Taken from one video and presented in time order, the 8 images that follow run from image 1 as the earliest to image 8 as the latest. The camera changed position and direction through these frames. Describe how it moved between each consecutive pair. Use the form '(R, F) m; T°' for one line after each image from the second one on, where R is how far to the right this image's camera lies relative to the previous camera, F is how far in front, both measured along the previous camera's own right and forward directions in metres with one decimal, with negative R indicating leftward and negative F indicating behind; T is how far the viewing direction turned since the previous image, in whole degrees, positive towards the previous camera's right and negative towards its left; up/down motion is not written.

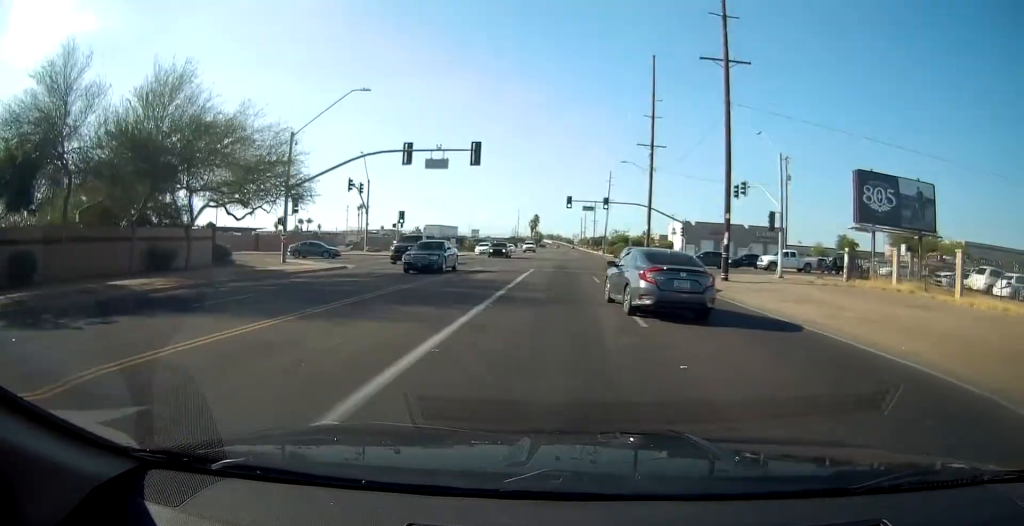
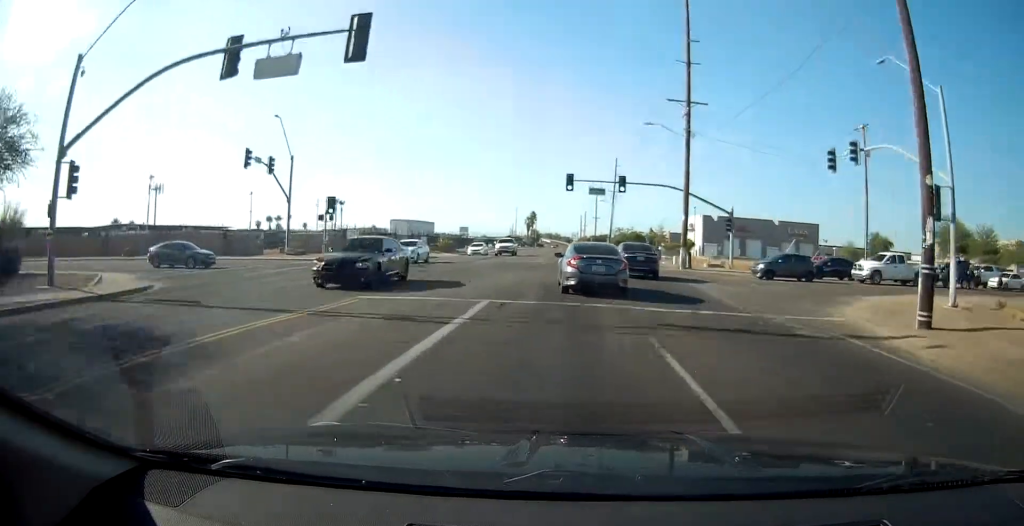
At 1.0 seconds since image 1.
(-0.2, +17.8) m; -1°
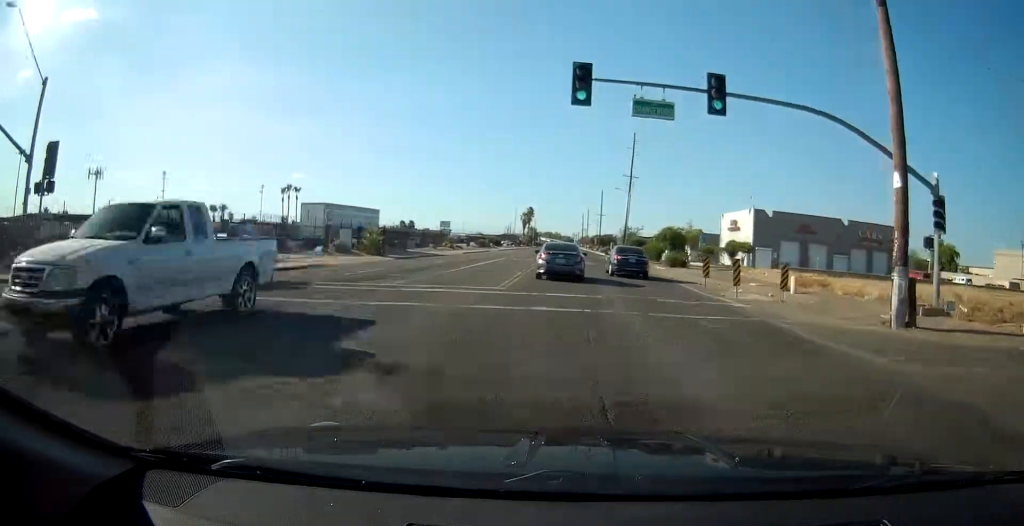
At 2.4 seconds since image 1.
(0.0, +25.6) m; 0°
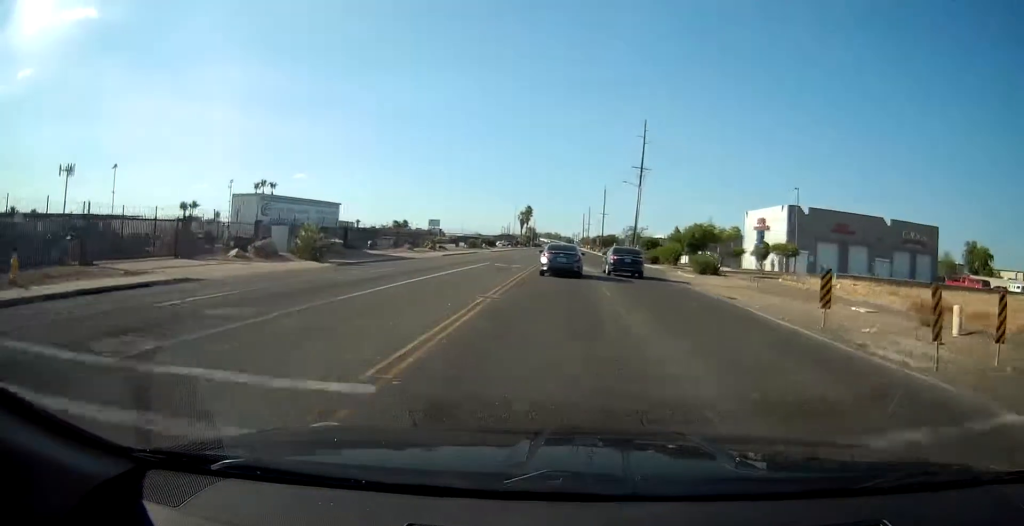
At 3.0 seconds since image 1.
(0.0, +10.9) m; 0°
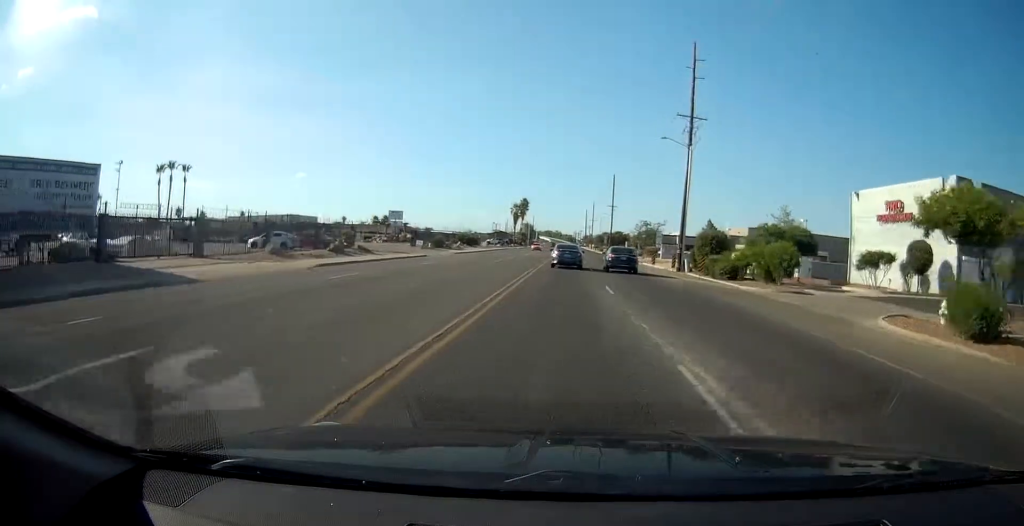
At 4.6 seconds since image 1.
(+0.3, +28.9) m; +3°
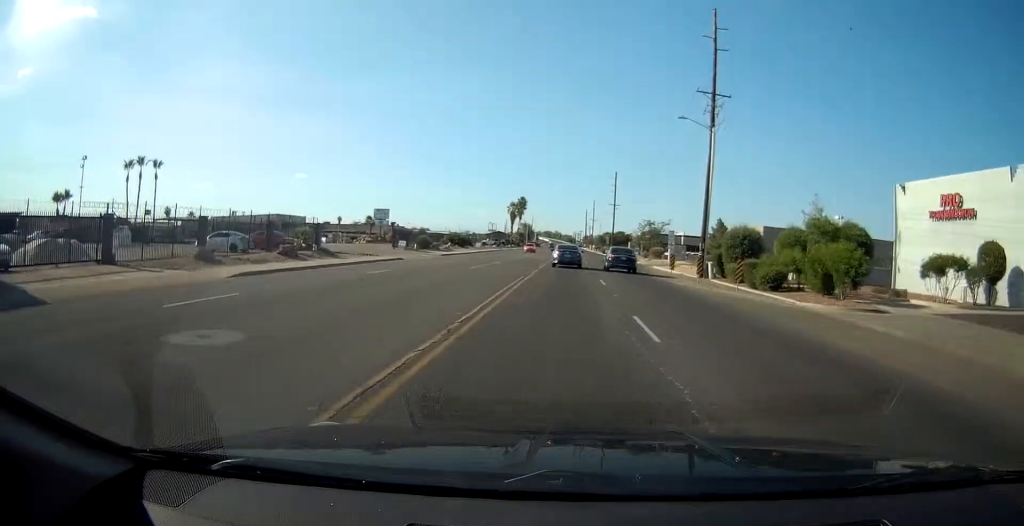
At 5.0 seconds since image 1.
(+0.2, +7.3) m; +1°
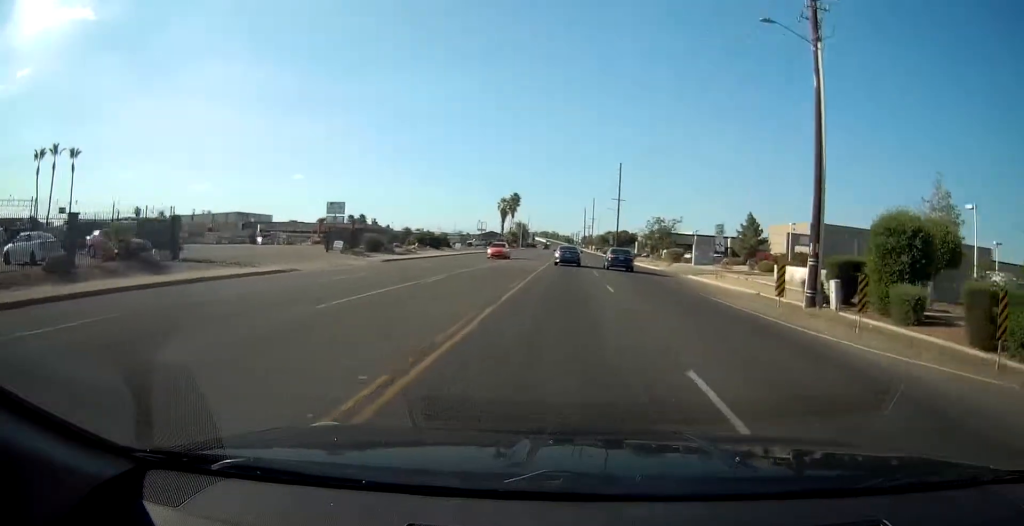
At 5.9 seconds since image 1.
(+0.4, +18.1) m; 0°
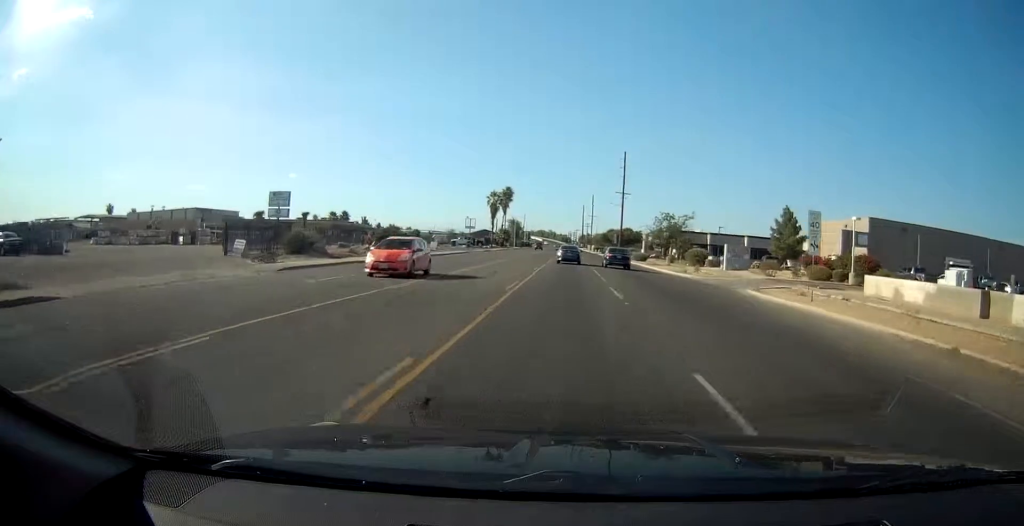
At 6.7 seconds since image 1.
(-0.3, +15.3) m; -1°
